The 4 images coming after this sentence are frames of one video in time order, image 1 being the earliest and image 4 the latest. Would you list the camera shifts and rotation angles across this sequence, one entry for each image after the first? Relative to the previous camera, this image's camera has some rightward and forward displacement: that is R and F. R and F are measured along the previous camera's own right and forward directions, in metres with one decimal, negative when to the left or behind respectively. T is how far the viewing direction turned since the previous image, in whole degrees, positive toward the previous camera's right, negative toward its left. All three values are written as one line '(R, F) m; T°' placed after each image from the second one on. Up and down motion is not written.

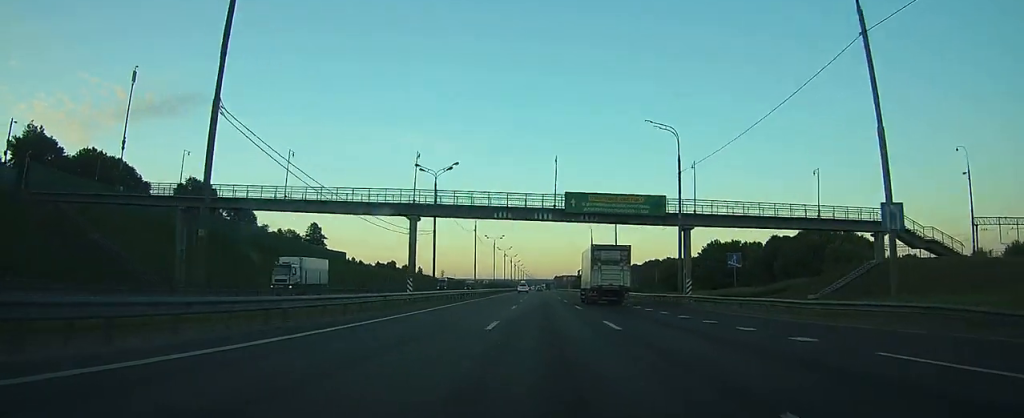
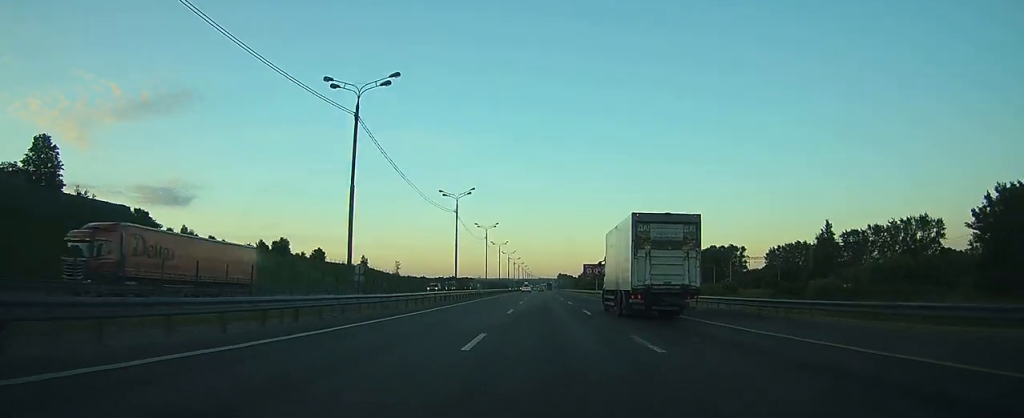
(-0.4, +118.2) m; 0°
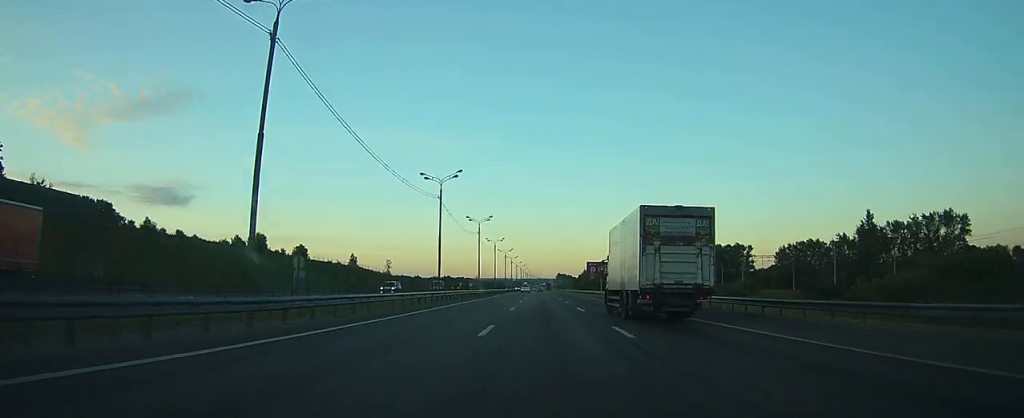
(0.0, +12.7) m; 0°
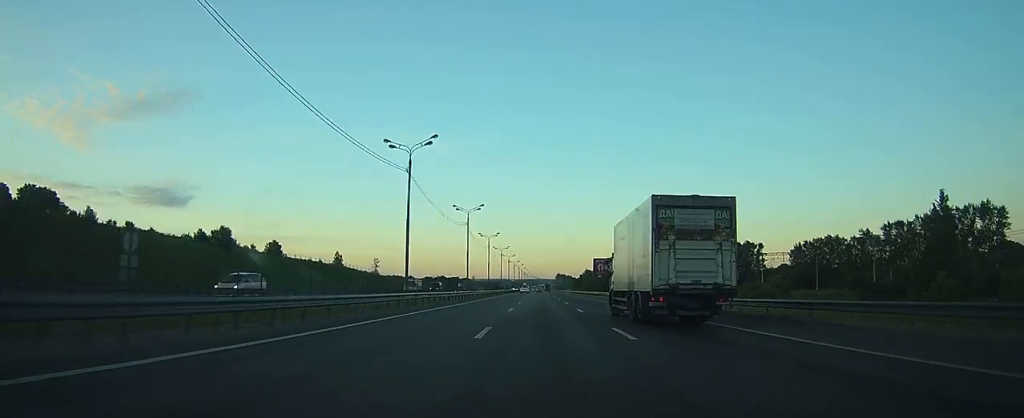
(0.0, +16.6) m; 0°
